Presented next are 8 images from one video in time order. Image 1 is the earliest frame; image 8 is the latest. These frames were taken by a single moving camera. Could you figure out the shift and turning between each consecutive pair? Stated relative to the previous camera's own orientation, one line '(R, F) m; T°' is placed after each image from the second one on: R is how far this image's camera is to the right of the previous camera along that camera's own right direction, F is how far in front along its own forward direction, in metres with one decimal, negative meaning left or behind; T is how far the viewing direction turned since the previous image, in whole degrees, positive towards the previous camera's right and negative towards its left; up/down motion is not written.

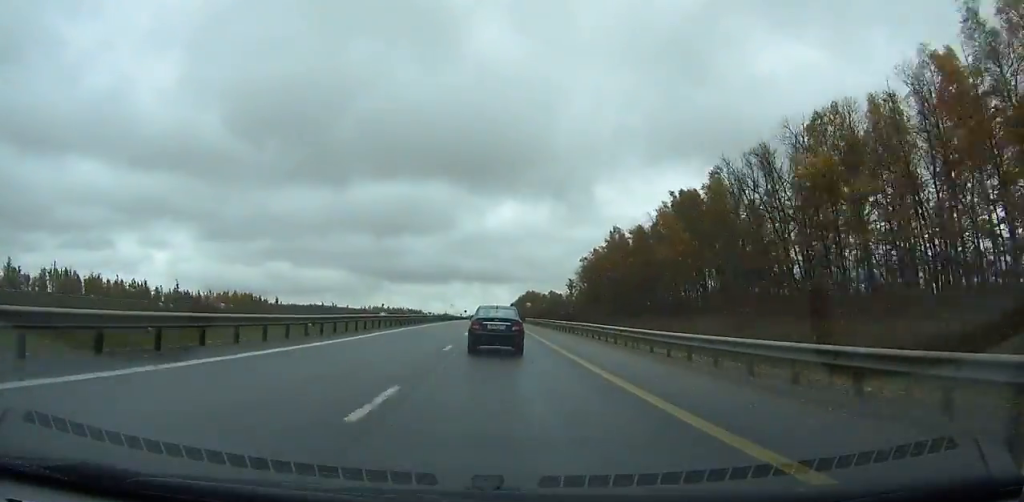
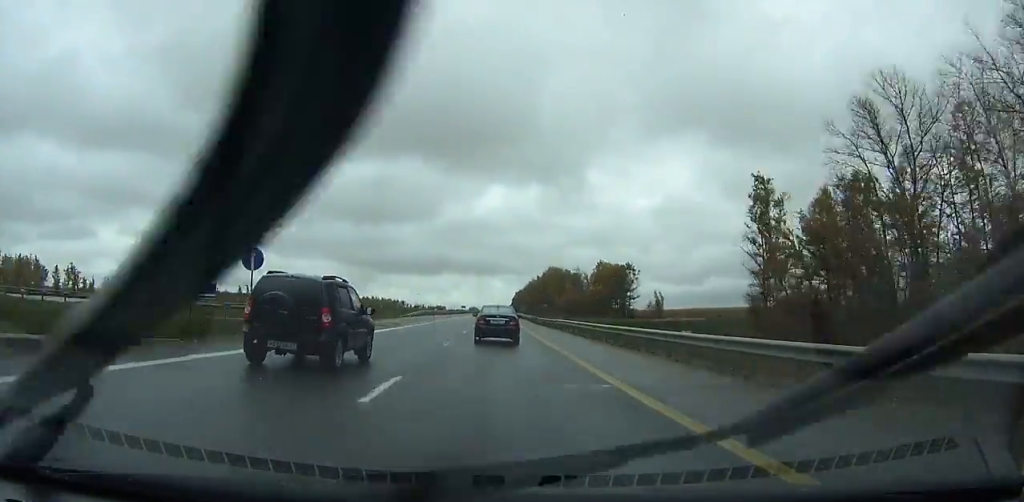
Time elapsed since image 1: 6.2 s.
(-0.4, +168.5) m; 0°
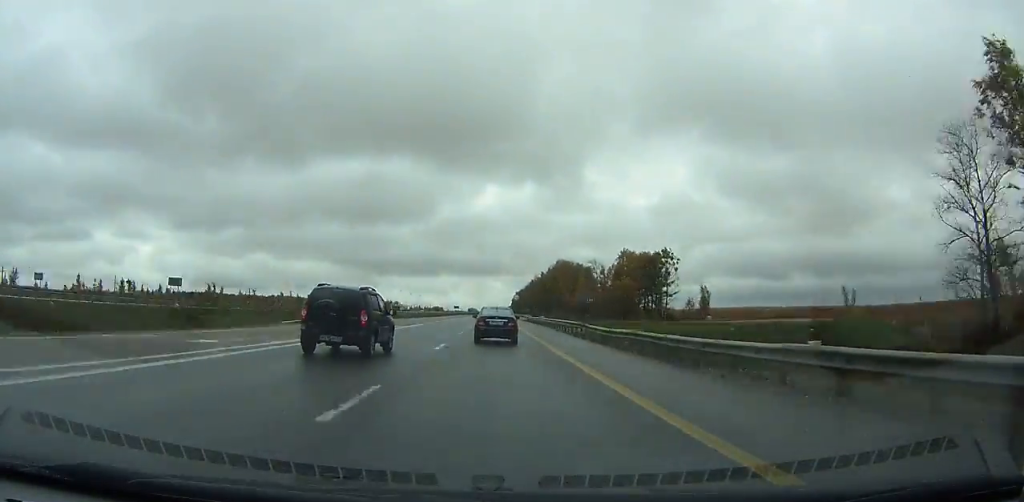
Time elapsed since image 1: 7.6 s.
(0.0, +37.8) m; 0°
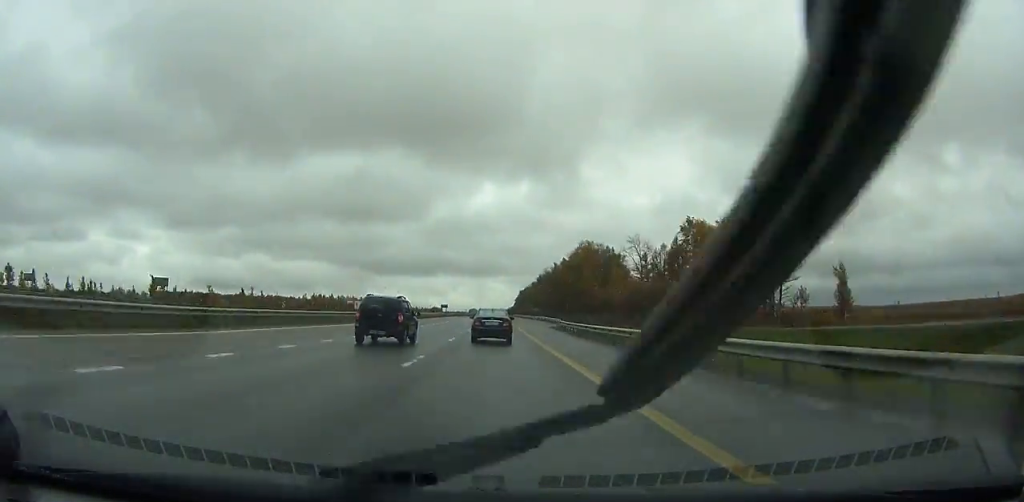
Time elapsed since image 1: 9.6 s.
(0.0, +53.9) m; 0°
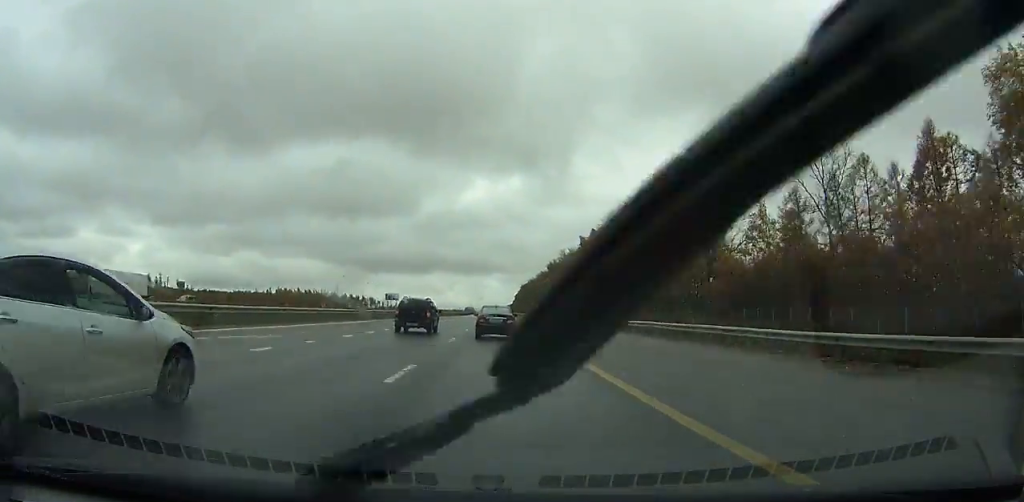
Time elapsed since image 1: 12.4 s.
(+0.1, +75.6) m; 0°
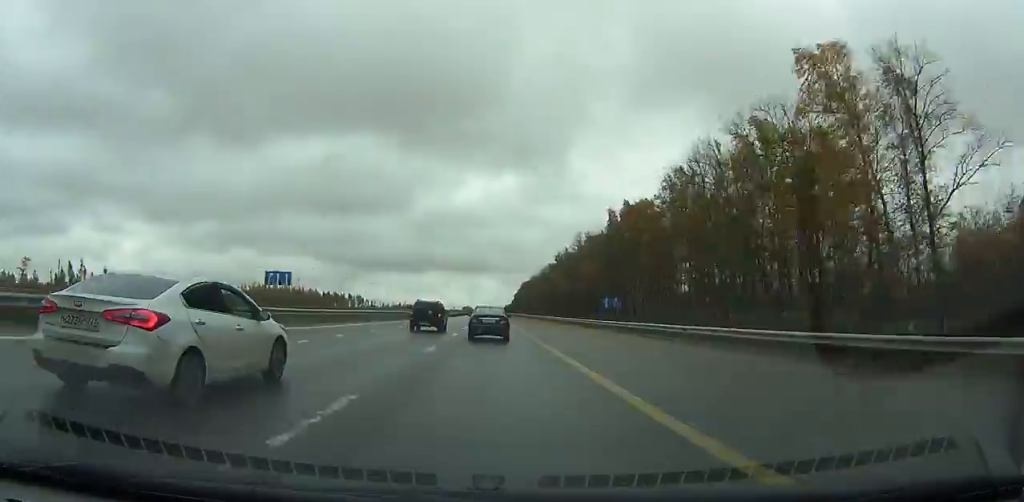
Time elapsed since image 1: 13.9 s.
(0.0, +40.4) m; 0°
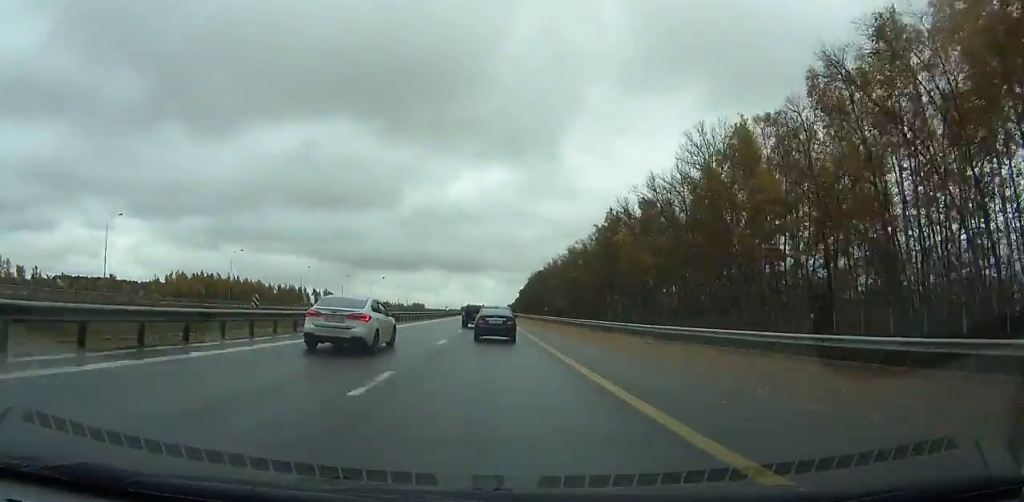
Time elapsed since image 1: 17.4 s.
(+0.2, +93.8) m; 0°
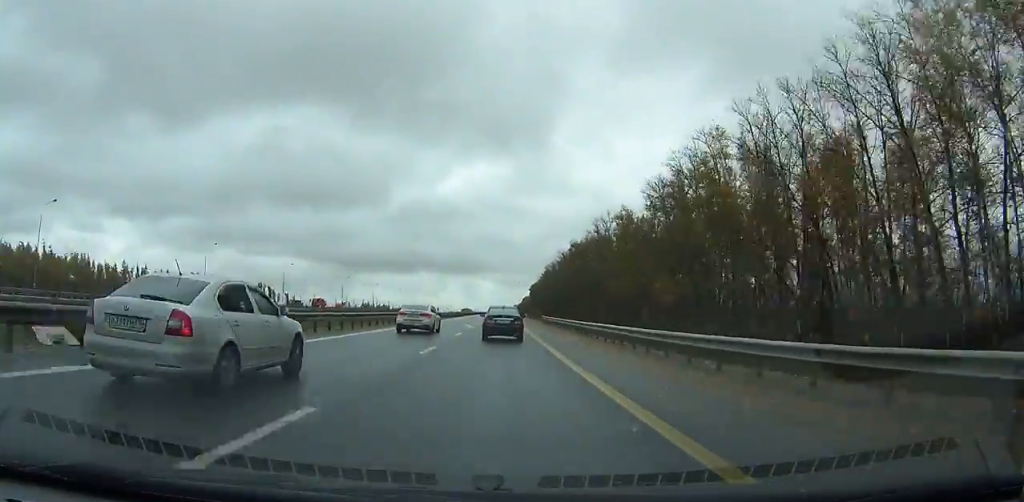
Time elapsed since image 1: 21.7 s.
(-0.1, +113.1) m; 0°
